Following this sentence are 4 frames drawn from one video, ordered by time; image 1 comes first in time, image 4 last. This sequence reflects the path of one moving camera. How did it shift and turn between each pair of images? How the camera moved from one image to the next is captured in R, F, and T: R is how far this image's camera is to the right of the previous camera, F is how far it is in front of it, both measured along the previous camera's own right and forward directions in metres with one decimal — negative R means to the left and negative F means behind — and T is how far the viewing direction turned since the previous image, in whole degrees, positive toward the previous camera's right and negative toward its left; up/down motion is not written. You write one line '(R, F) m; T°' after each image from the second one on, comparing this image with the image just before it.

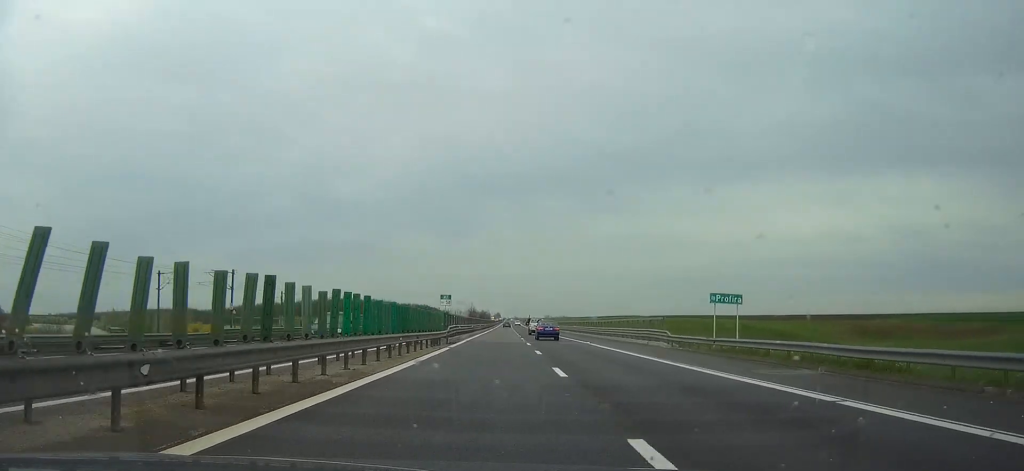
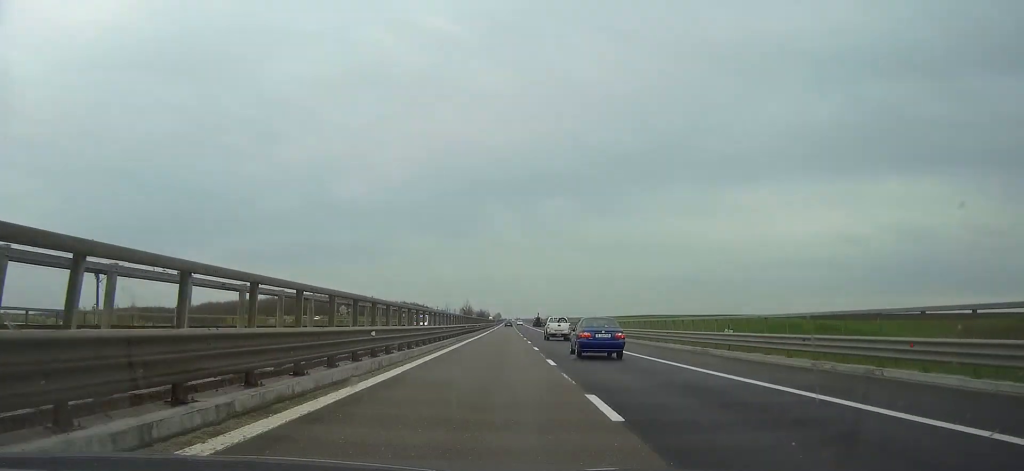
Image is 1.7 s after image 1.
(0.0, +79.8) m; 0°
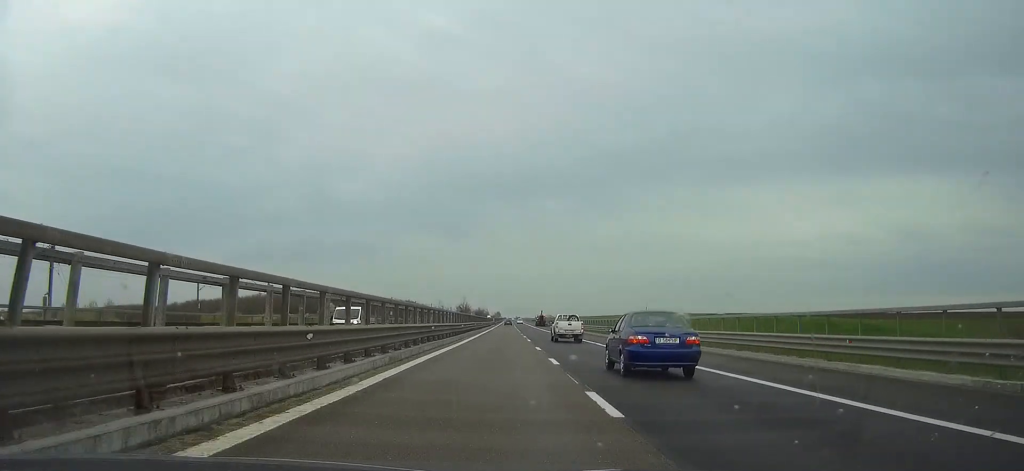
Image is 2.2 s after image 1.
(0.0, +25.1) m; 0°
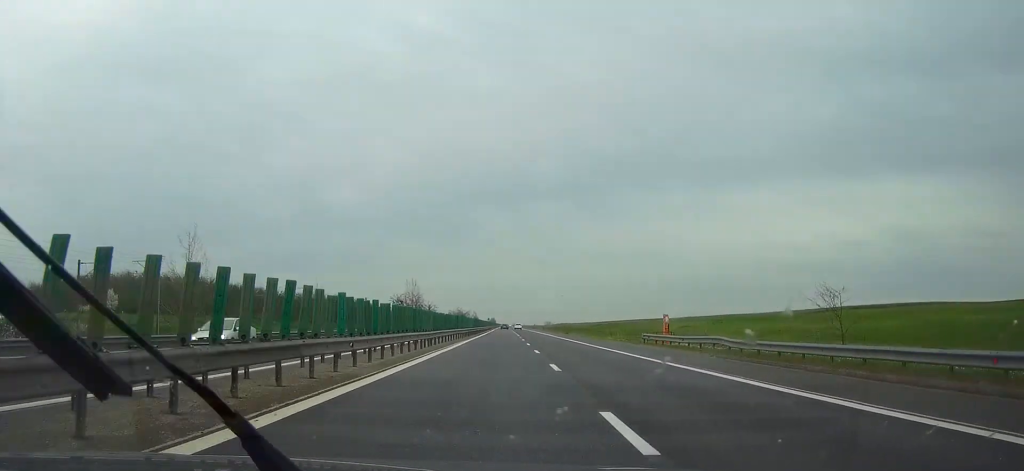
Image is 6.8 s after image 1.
(+1.0, +189.1) m; 0°
